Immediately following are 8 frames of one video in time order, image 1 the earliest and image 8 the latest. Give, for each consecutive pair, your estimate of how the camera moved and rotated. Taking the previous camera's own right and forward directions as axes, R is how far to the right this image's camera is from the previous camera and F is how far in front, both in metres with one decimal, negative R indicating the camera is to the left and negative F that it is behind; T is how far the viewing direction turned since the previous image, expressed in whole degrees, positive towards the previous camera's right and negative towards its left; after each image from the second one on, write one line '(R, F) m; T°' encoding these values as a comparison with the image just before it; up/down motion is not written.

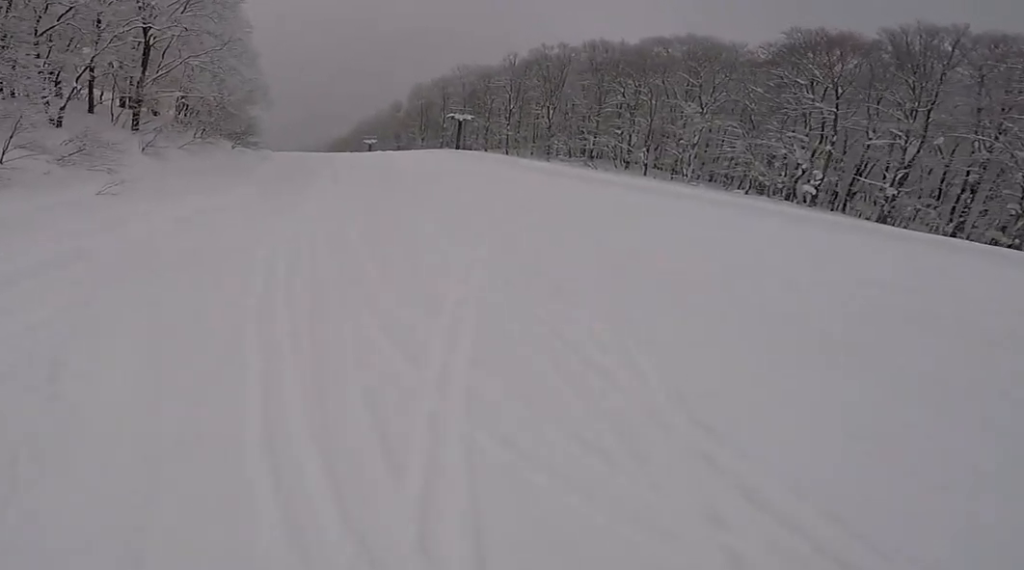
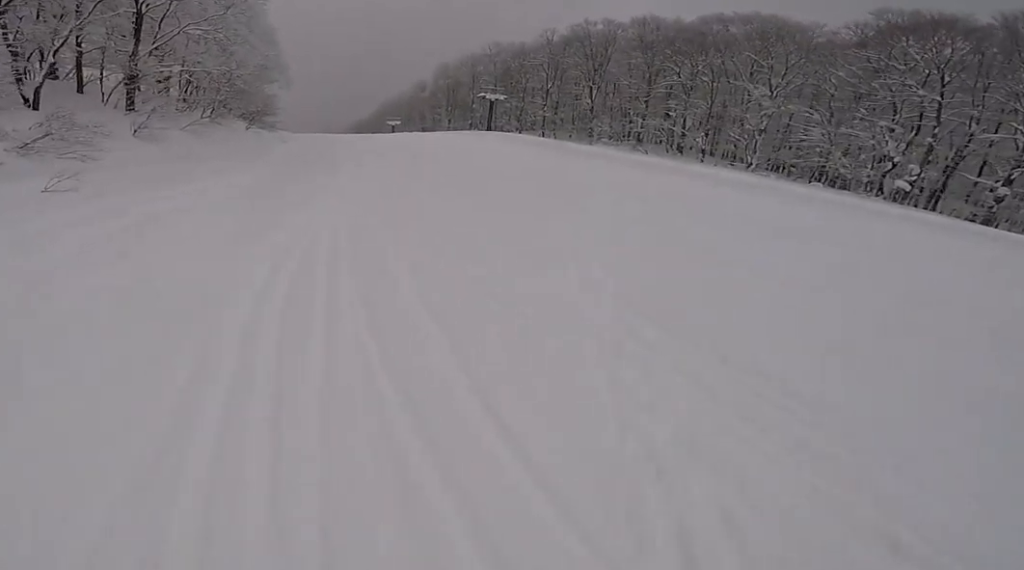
(+0.2, +3.5) m; +2°
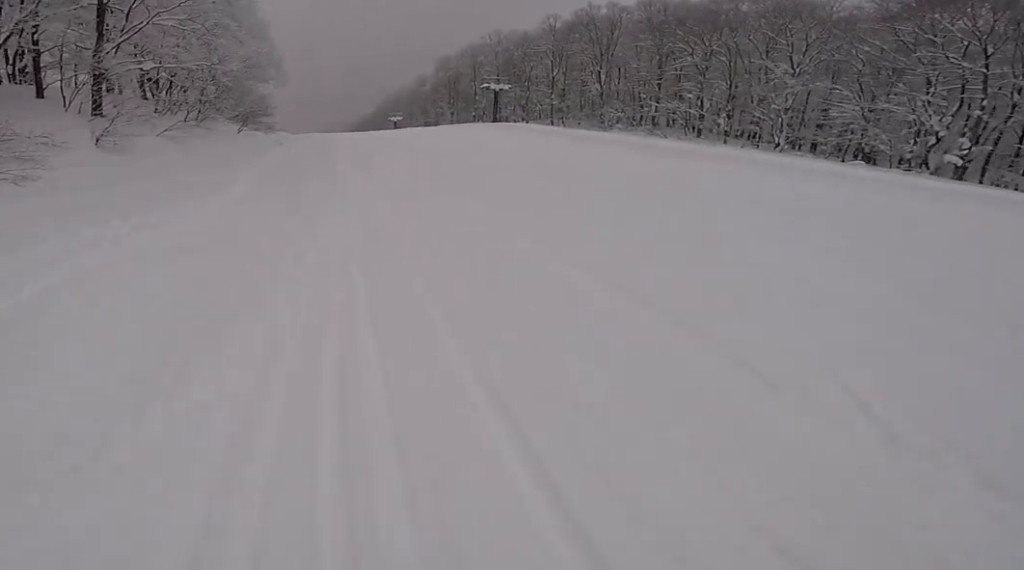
(+0.5, +3.4) m; 0°
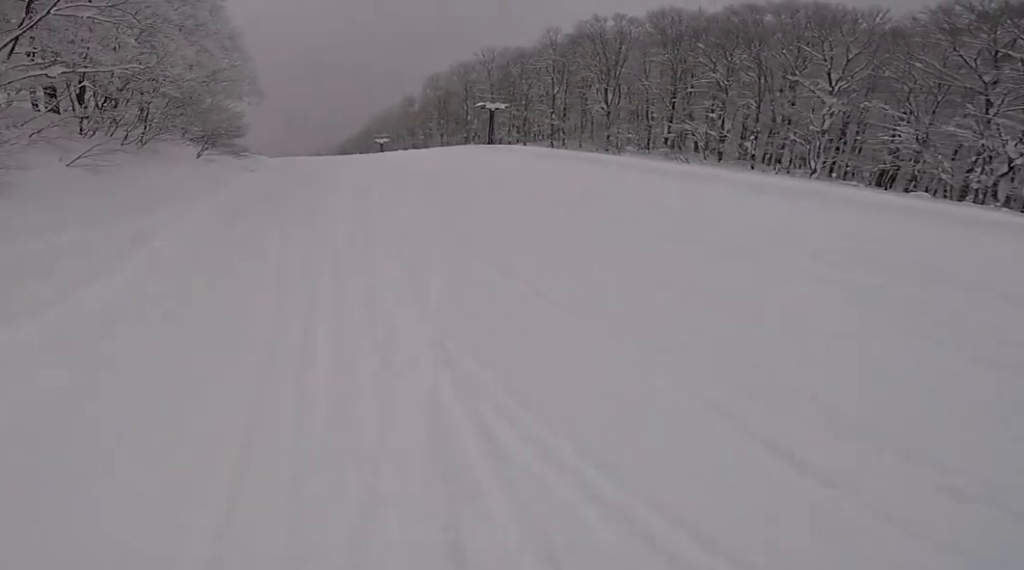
(-0.4, +5.6) m; 0°
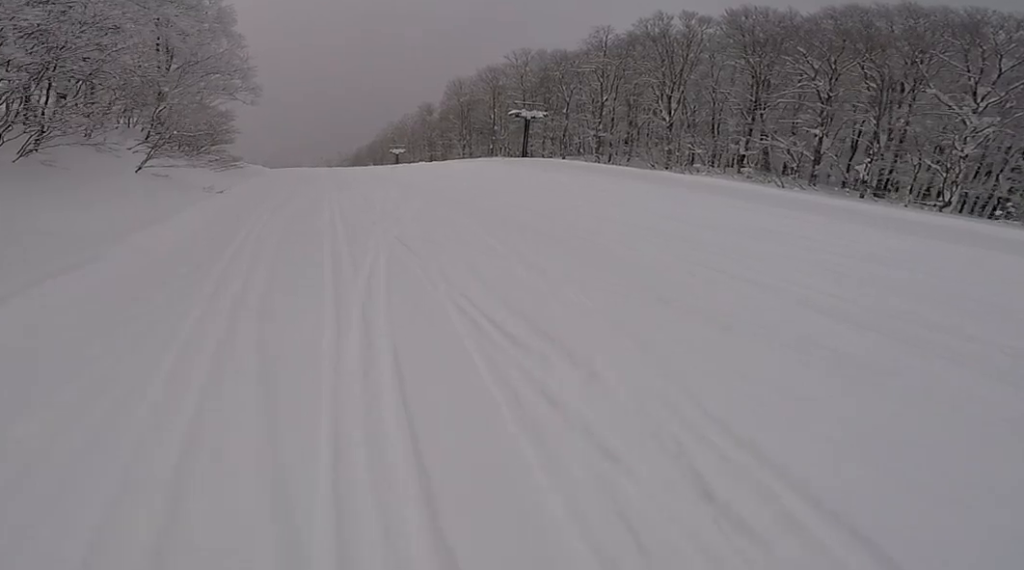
(+0.4, +8.3) m; +6°
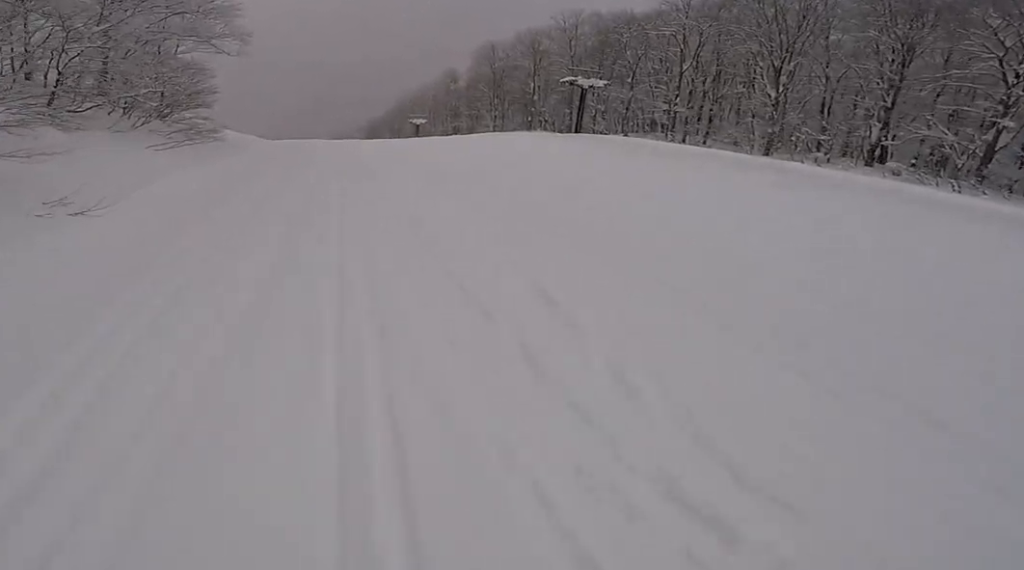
(-0.6, +9.1) m; -10°
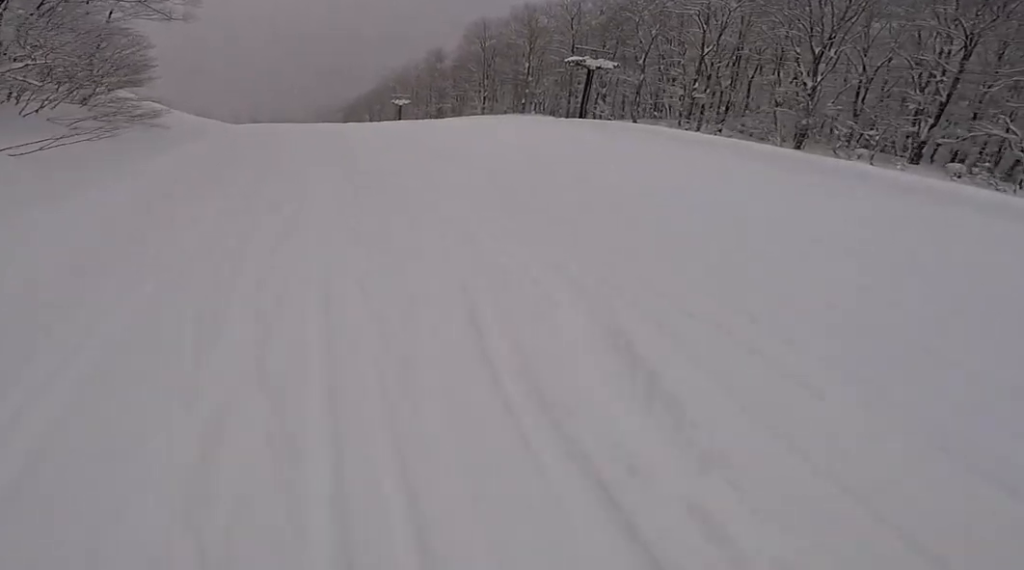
(-0.4, +5.3) m; -3°
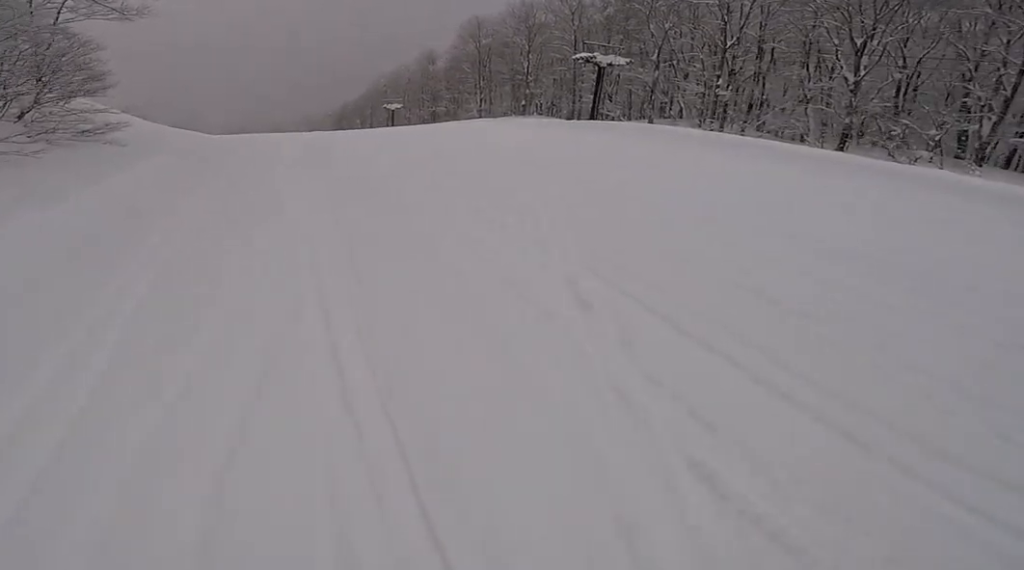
(-0.1, +4.0) m; +4°
